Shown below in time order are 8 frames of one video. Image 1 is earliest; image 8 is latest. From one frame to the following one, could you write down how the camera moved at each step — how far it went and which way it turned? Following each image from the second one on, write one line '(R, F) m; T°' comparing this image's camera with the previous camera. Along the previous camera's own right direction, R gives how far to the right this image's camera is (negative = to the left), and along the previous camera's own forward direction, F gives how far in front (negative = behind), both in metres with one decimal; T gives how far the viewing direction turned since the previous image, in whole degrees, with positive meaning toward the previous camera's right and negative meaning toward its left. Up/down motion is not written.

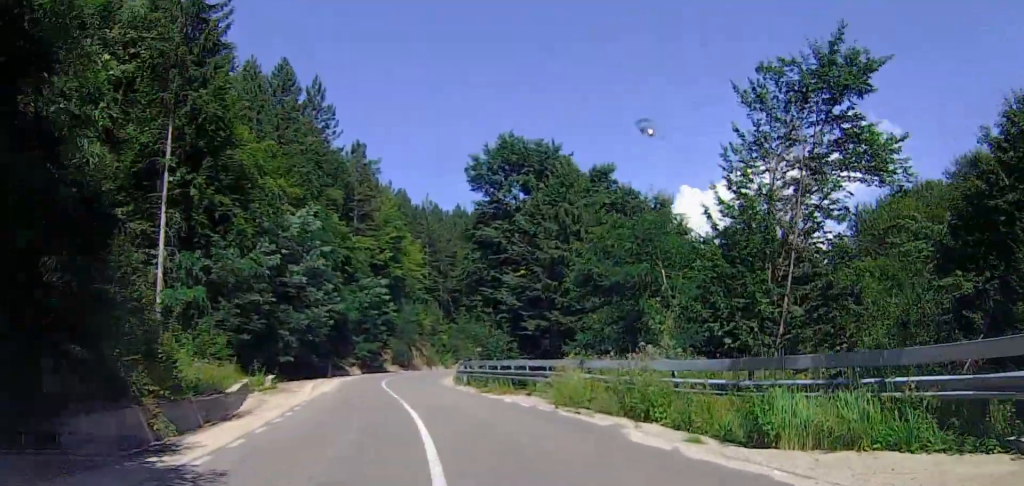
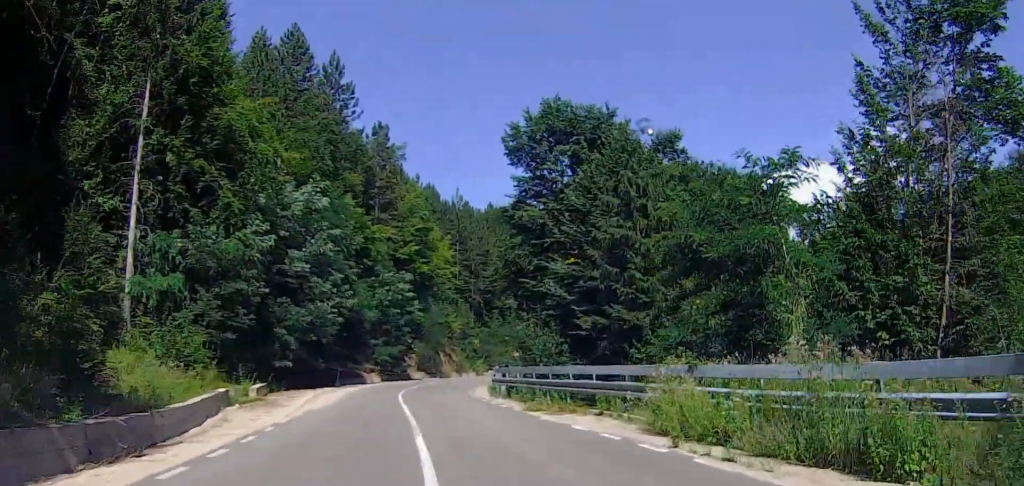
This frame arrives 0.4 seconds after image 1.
(-0.4, +7.0) m; -1°
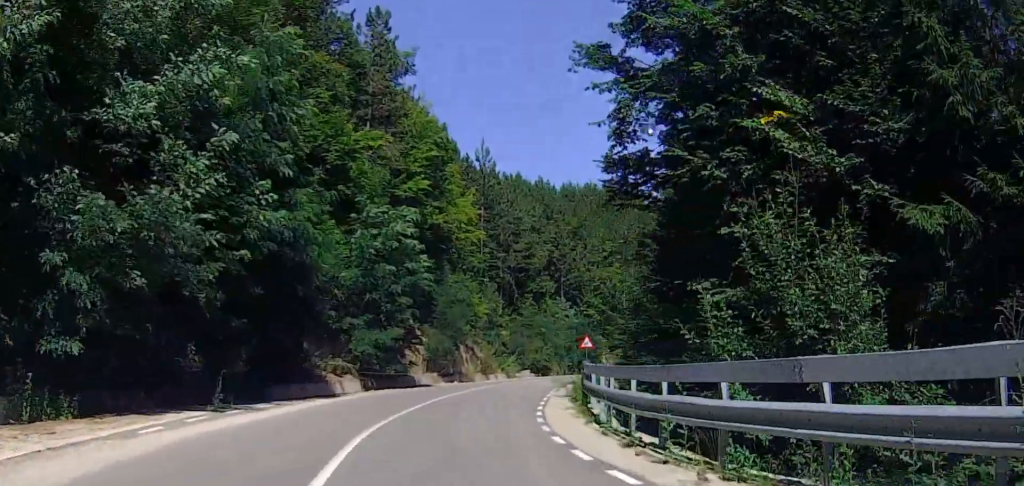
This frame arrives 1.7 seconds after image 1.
(0.0, +21.3) m; +1°
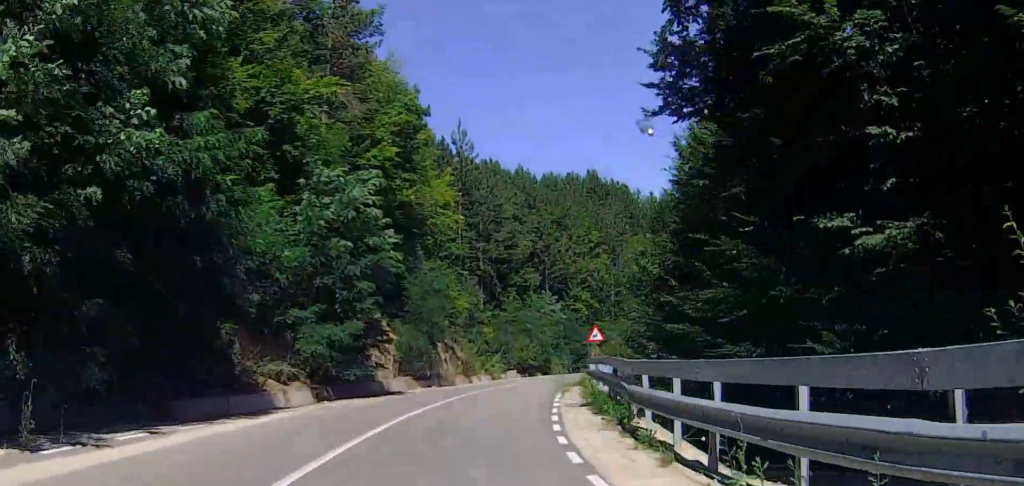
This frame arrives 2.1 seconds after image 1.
(0.0, +6.5) m; 0°
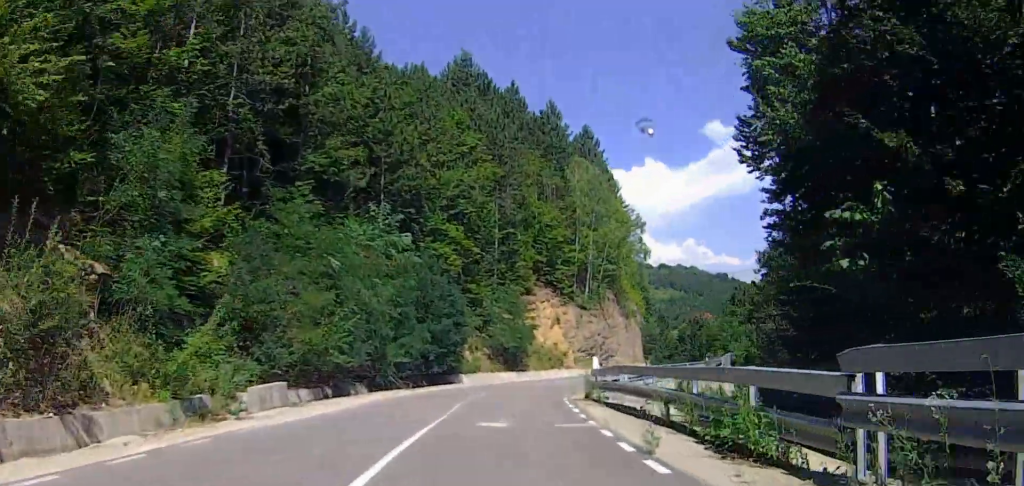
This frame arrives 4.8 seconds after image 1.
(+3.8, +41.1) m; +14°
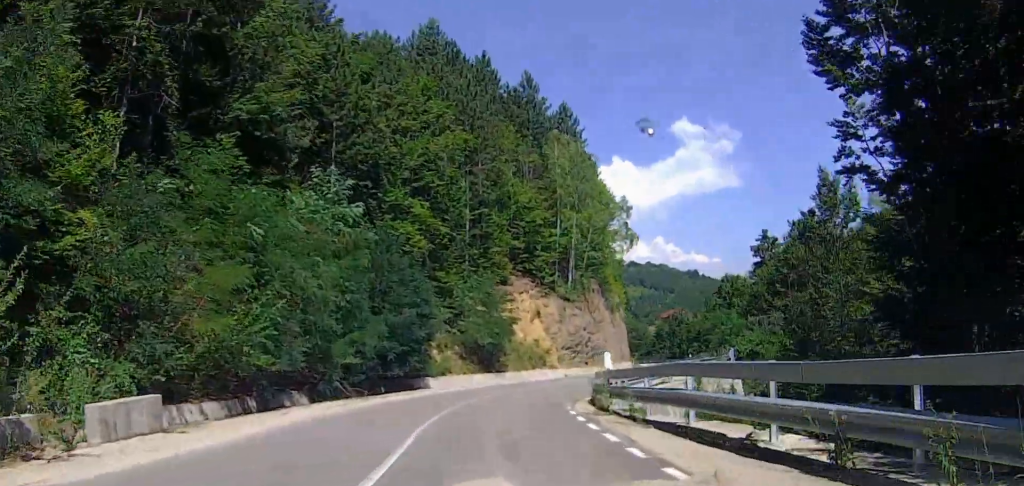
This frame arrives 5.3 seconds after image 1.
(0.0, +6.9) m; 0°
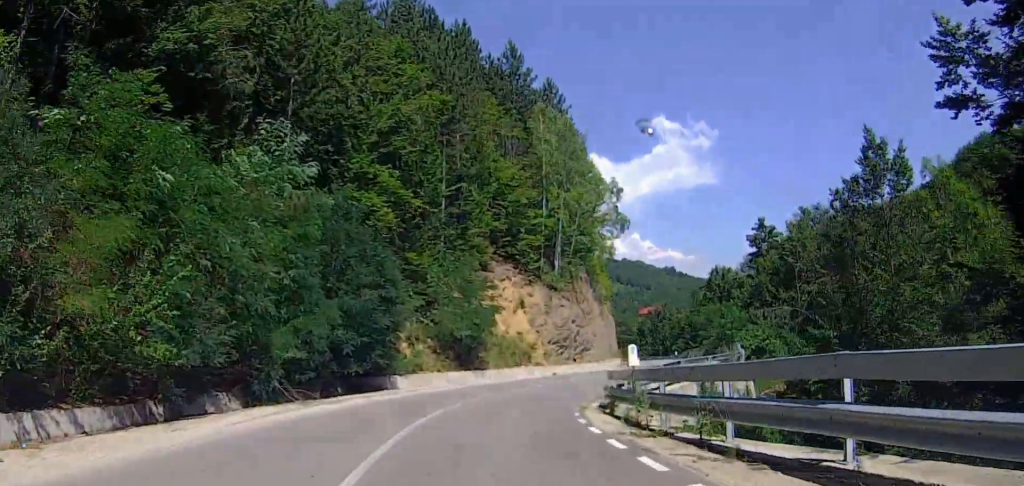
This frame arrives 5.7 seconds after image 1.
(0.0, +5.9) m; 0°
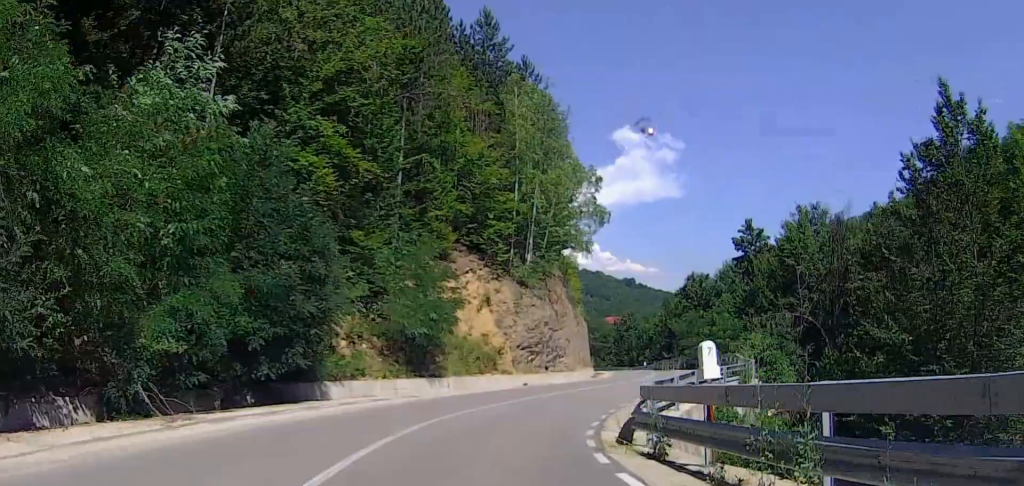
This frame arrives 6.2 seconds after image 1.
(0.0, +6.9) m; +5°
